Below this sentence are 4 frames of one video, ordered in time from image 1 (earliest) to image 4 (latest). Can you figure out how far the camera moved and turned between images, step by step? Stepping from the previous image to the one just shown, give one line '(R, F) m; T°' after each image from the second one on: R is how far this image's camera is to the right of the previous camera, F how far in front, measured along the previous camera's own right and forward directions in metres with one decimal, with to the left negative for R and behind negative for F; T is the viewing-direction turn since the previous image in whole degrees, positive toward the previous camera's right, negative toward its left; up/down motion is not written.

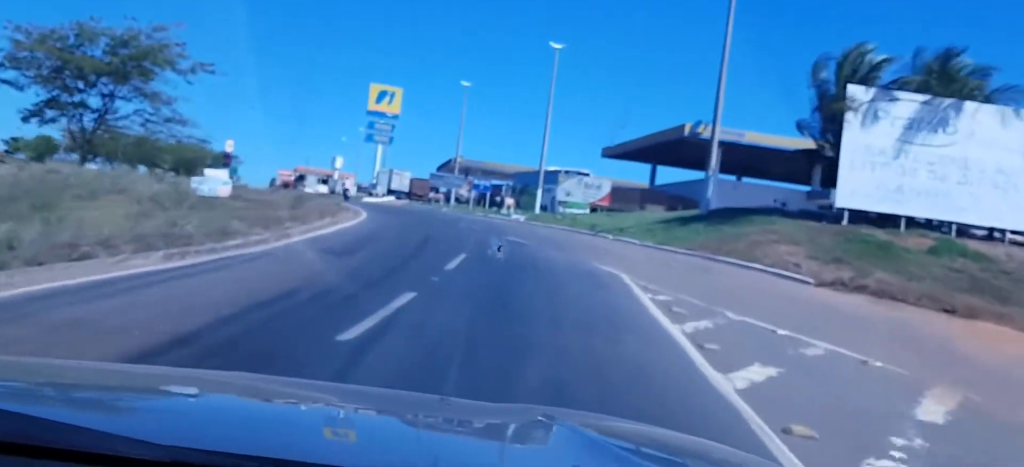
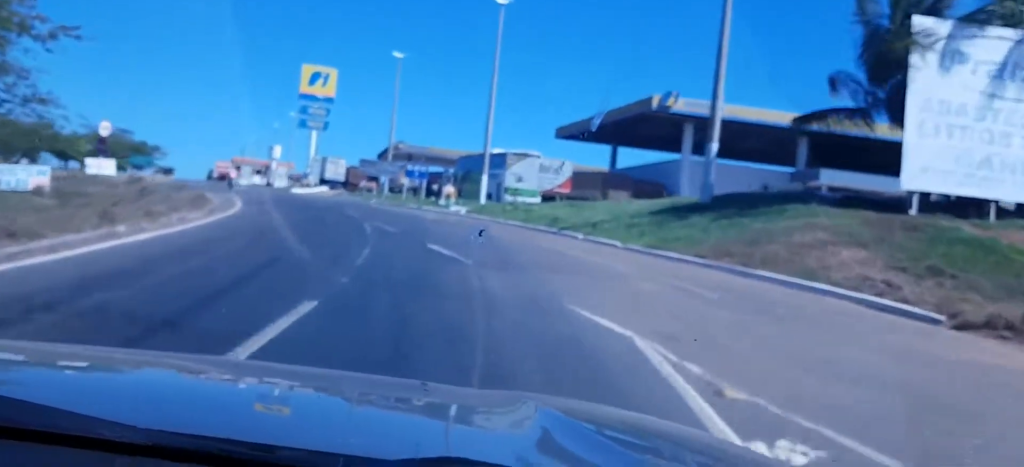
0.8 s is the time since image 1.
(+0.1, +10.5) m; +1°
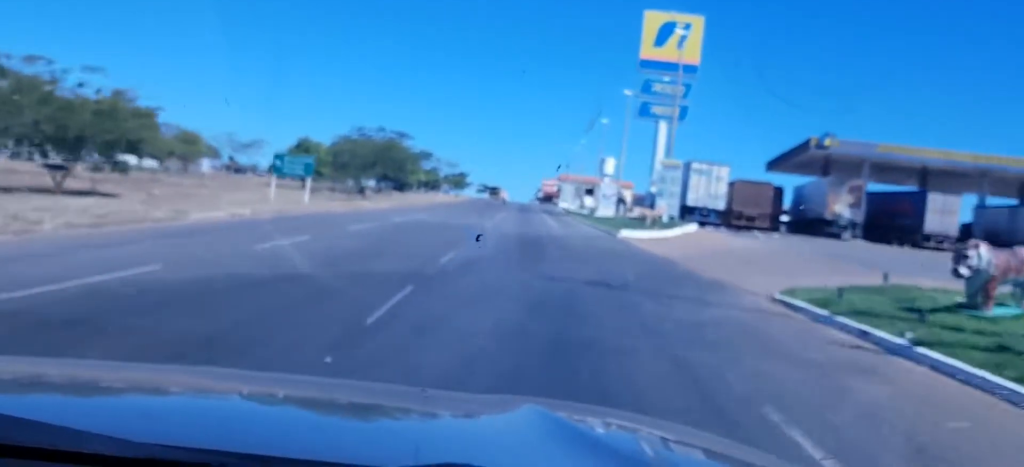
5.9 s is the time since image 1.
(-7.5, +57.5) m; -18°
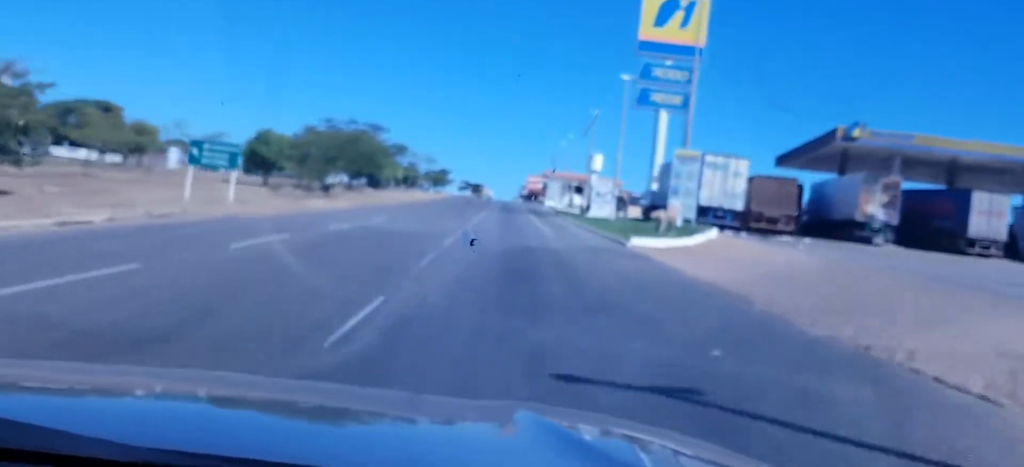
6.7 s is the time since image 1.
(+0.4, +9.5) m; +2°
